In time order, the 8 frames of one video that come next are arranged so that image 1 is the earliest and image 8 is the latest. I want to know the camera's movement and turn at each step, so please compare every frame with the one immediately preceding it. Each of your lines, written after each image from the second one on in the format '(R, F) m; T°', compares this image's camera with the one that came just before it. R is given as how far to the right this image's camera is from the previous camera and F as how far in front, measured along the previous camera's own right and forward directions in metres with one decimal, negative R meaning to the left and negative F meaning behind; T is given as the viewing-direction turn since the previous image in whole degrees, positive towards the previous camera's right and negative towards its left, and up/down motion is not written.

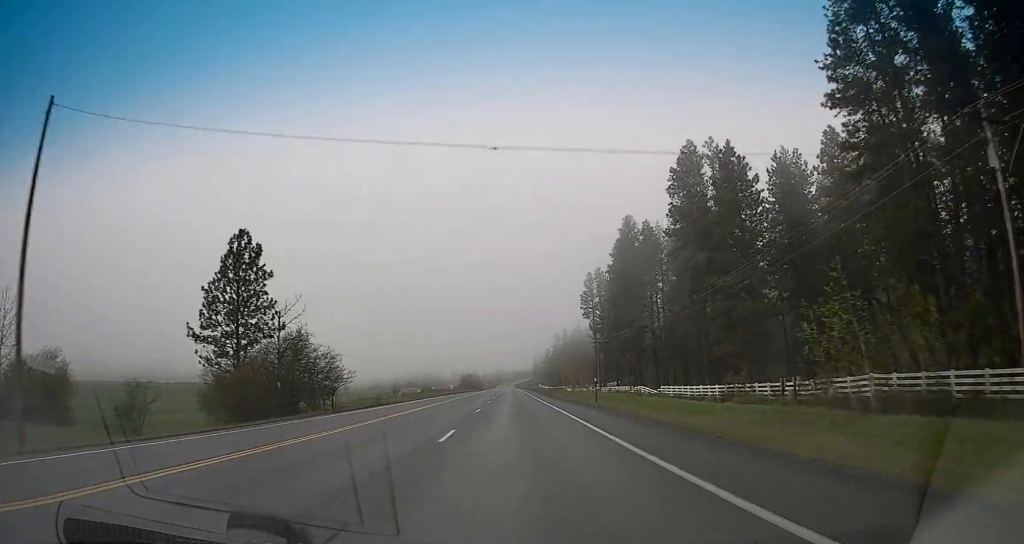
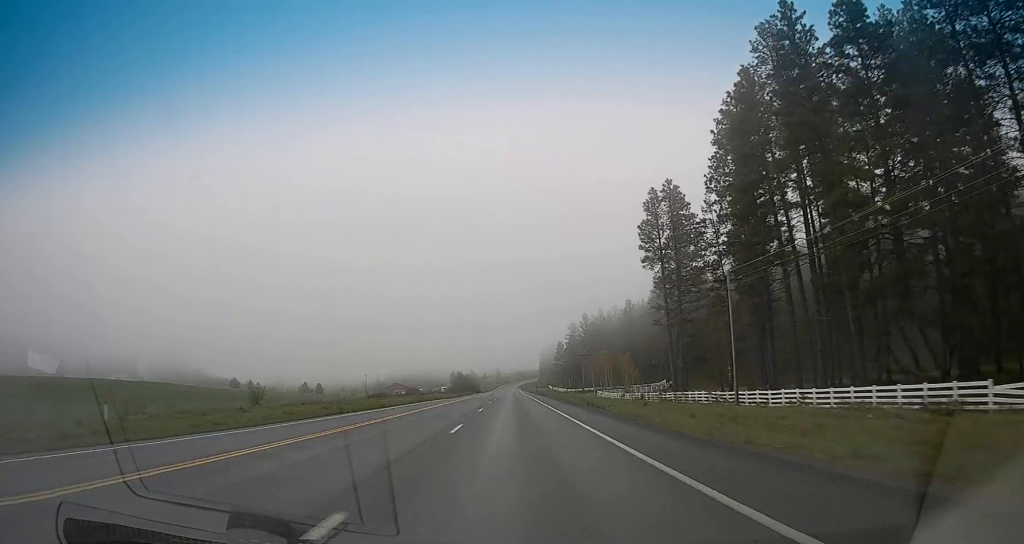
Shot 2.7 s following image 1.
(-1.6, +72.7) m; -1°
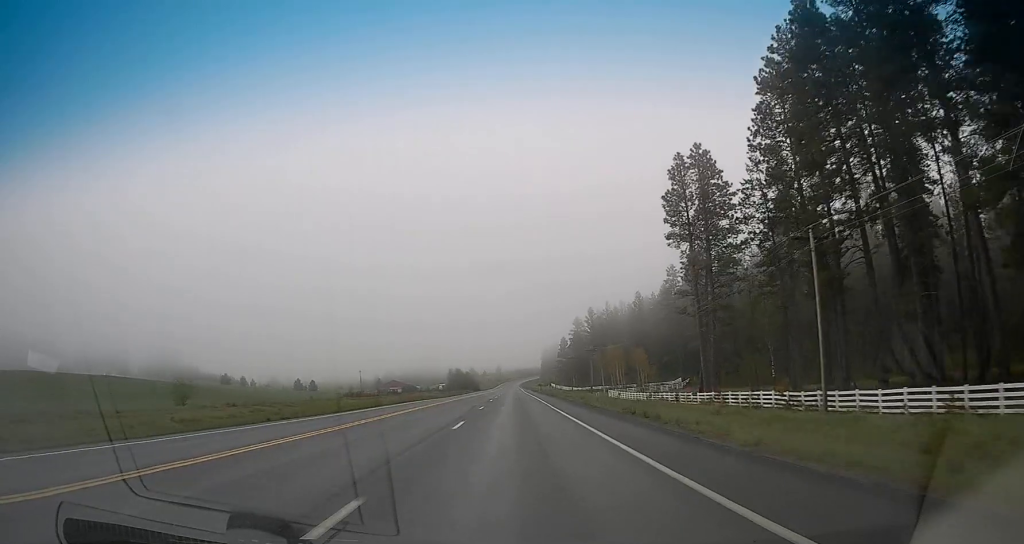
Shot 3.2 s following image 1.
(+0.3, +14.3) m; +1°
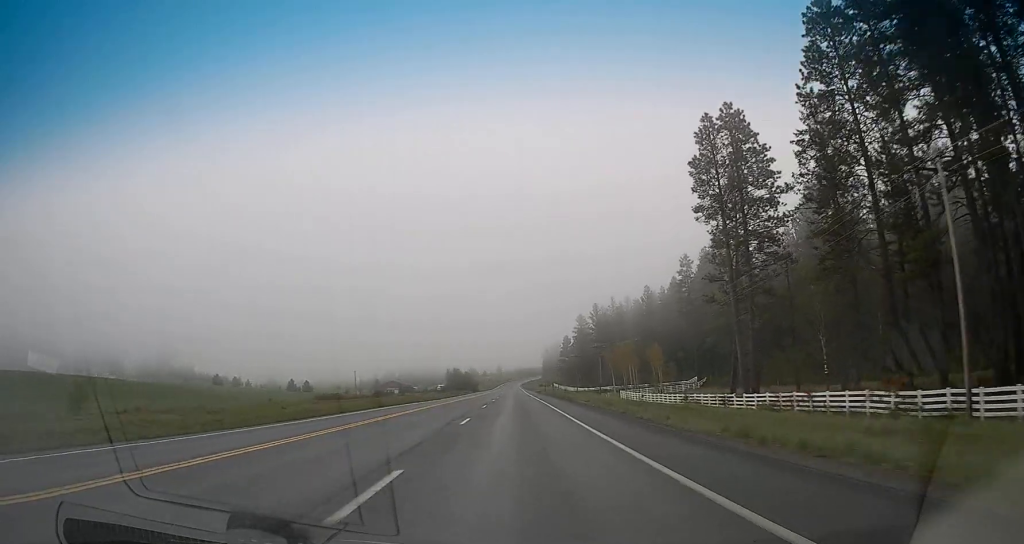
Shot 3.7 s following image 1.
(+0.1, +12.6) m; +1°
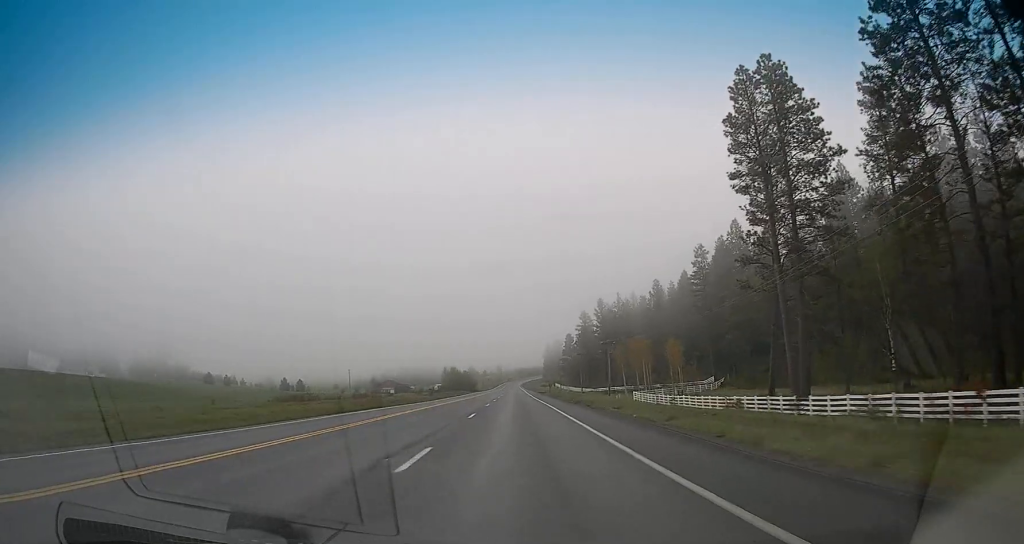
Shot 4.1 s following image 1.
(0.0, +11.6) m; -1°
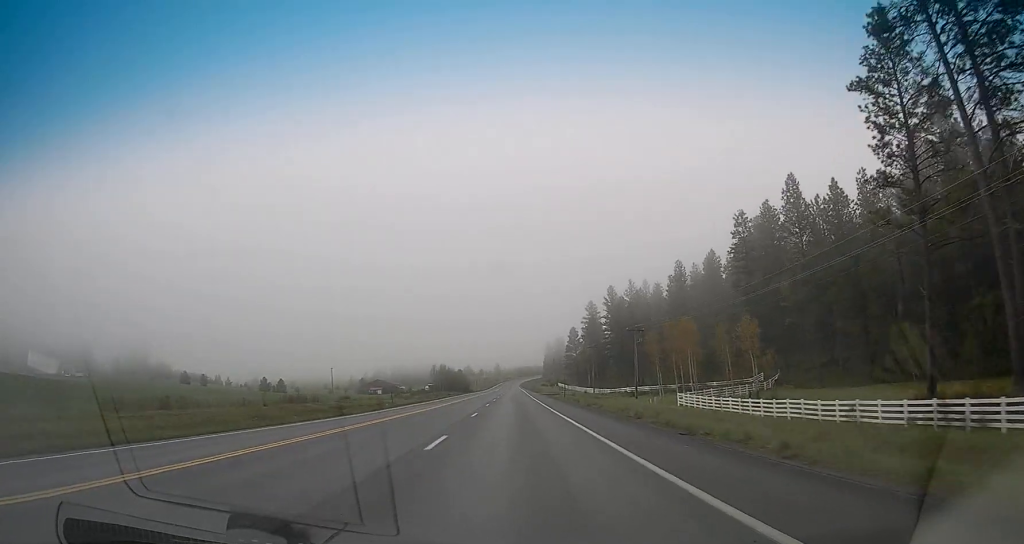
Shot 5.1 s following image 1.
(-0.3, +26.8) m; -1°
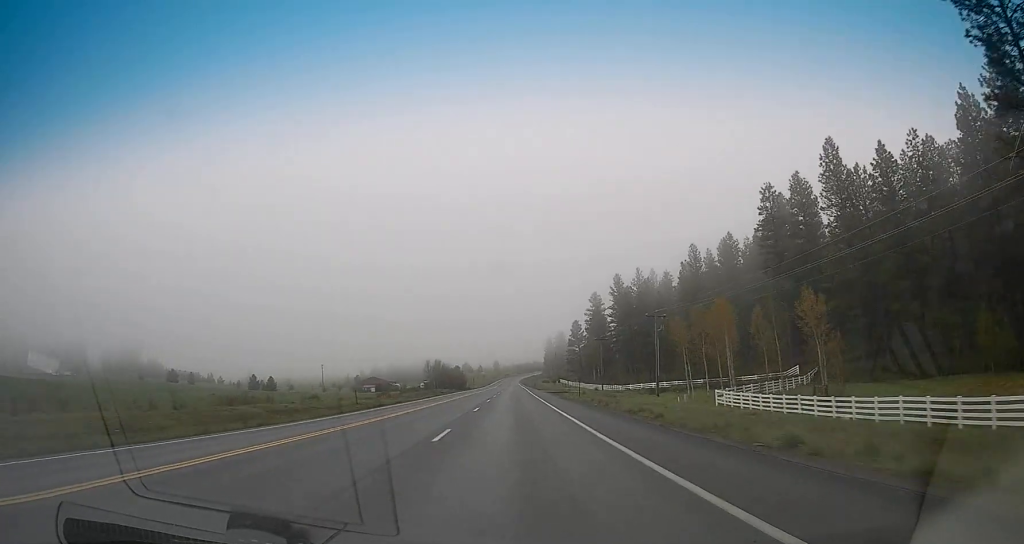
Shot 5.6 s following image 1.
(-0.3, +13.4) m; 0°
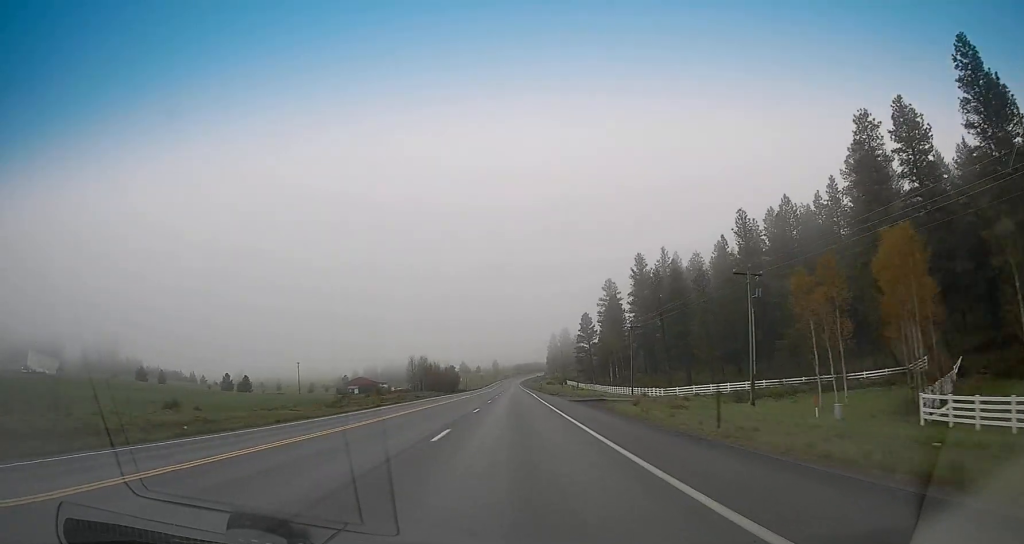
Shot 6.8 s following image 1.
(+0.4, +30.5) m; +1°
